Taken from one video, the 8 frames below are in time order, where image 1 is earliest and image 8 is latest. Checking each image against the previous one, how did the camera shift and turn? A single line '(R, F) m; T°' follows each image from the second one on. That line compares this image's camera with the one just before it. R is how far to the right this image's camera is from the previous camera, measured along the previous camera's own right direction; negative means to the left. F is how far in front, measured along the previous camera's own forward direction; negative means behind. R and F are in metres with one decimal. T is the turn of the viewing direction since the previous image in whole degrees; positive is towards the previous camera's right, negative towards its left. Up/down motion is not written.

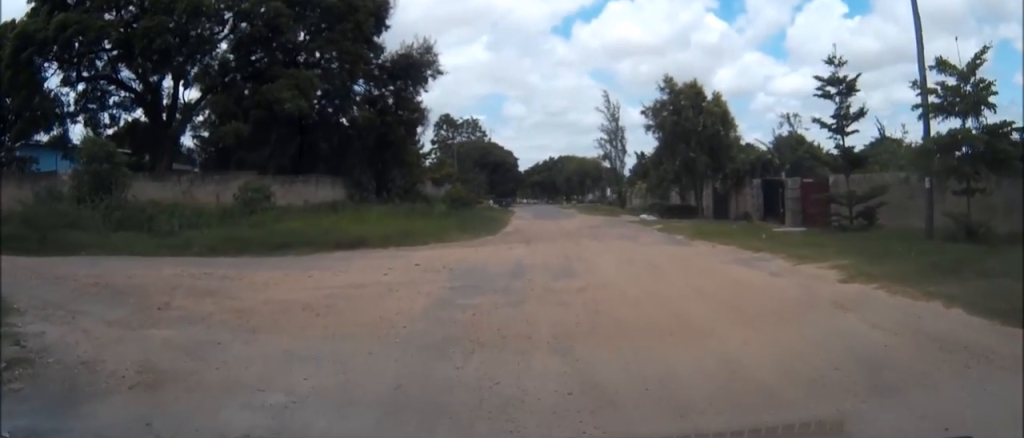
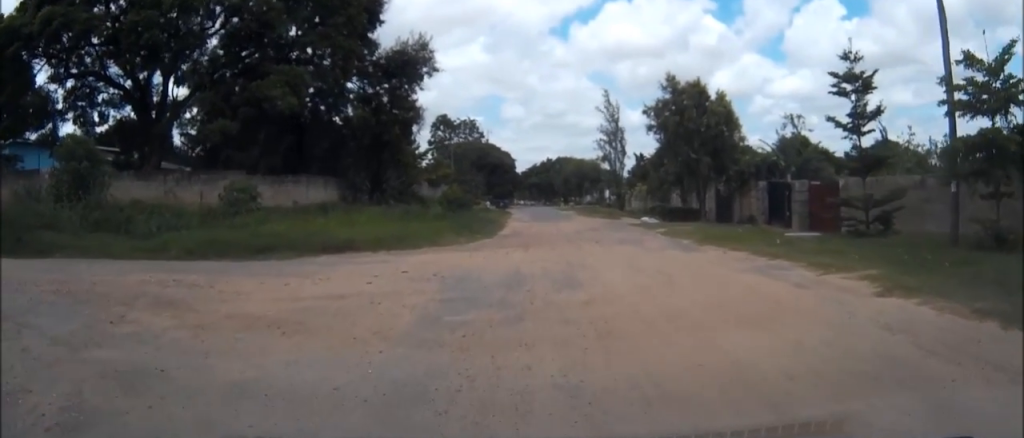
(0.0, +1.1) m; 0°
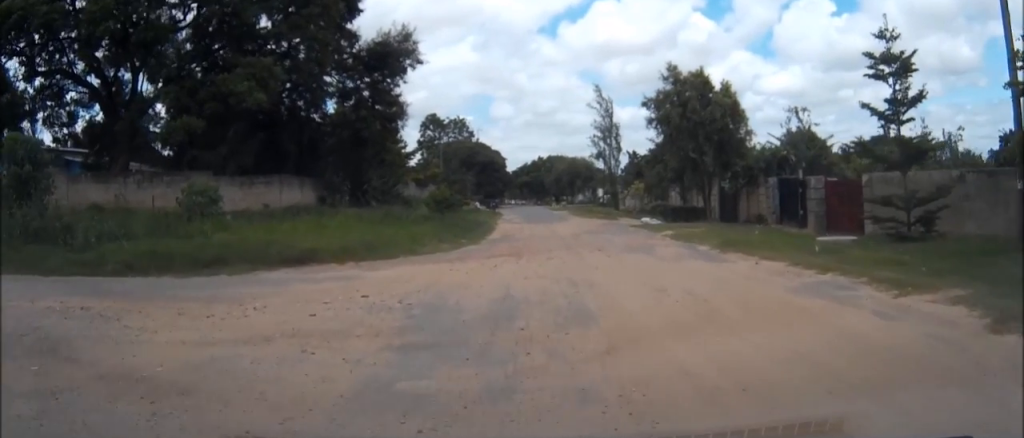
(0.0, +2.6) m; -3°
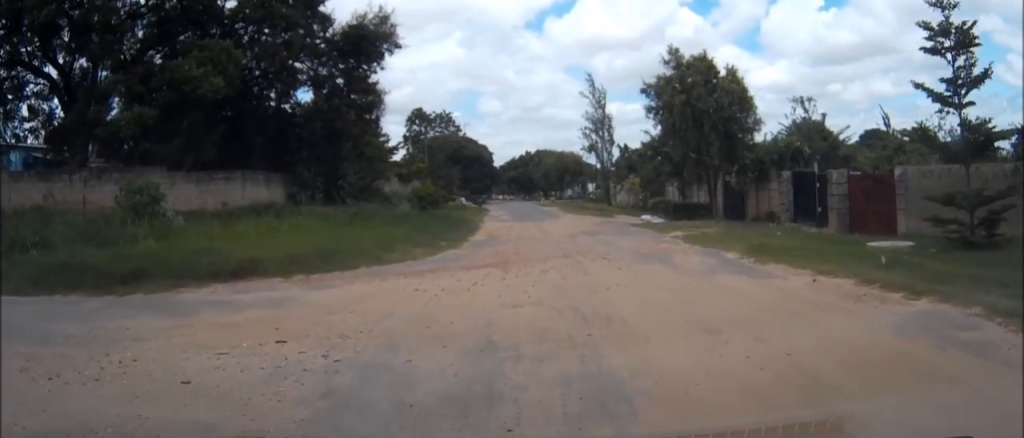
(-0.2, +2.9) m; -1°
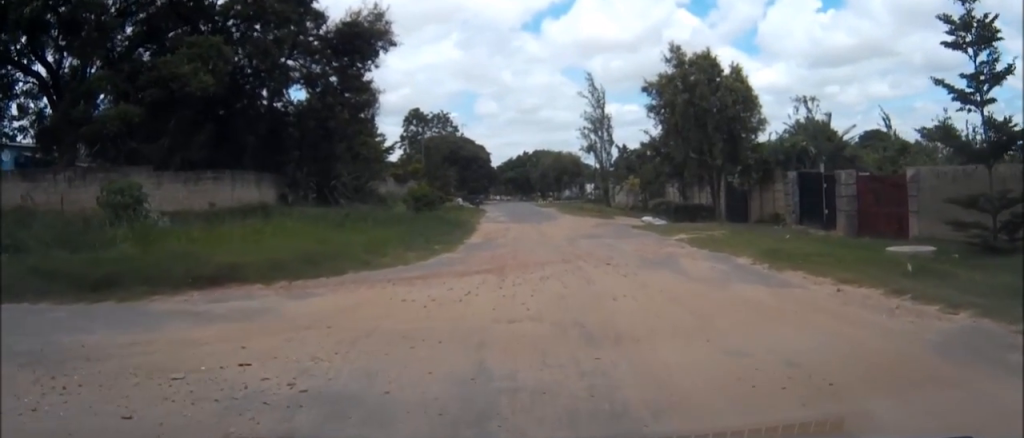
(0.0, +0.9) m; +3°
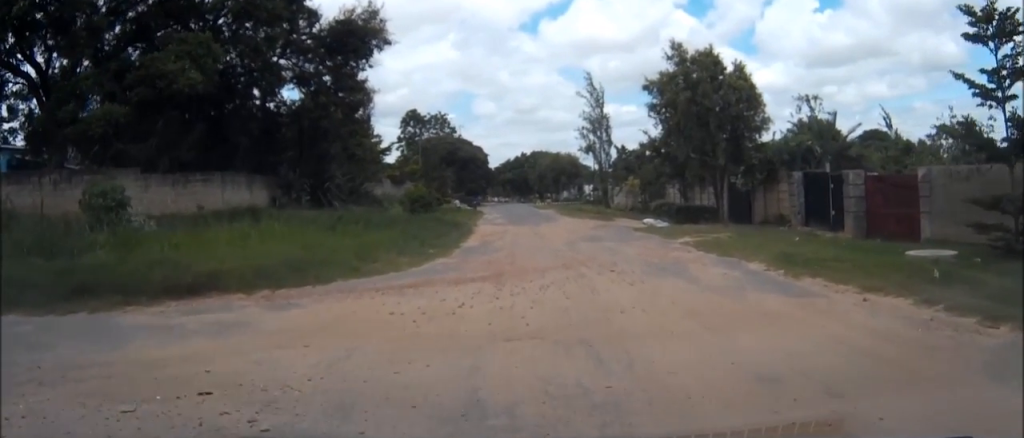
(0.0, +0.8) m; +2°
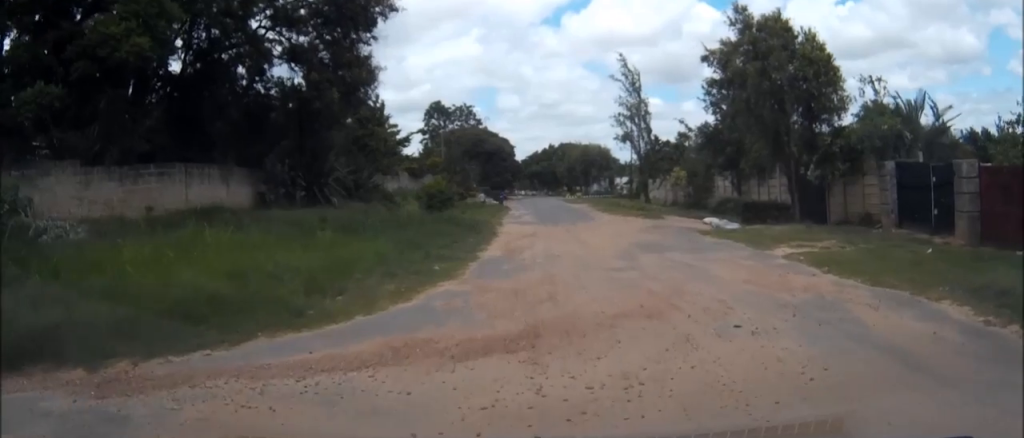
(+0.2, +5.1) m; +1°
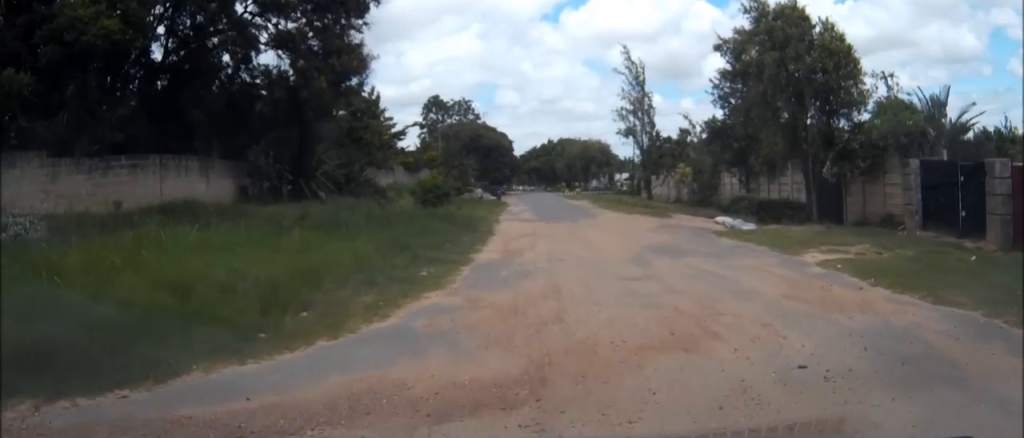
(+0.1, +1.5) m; 0°
